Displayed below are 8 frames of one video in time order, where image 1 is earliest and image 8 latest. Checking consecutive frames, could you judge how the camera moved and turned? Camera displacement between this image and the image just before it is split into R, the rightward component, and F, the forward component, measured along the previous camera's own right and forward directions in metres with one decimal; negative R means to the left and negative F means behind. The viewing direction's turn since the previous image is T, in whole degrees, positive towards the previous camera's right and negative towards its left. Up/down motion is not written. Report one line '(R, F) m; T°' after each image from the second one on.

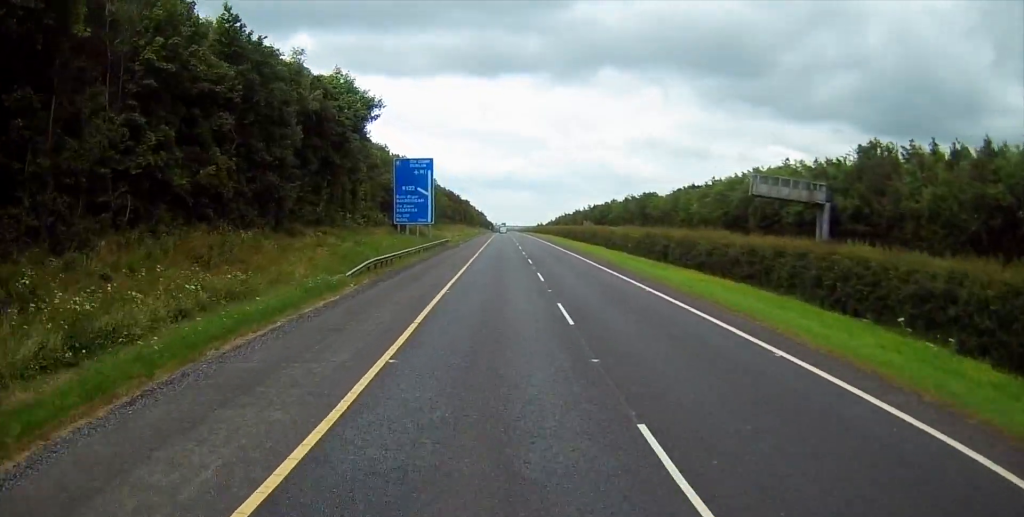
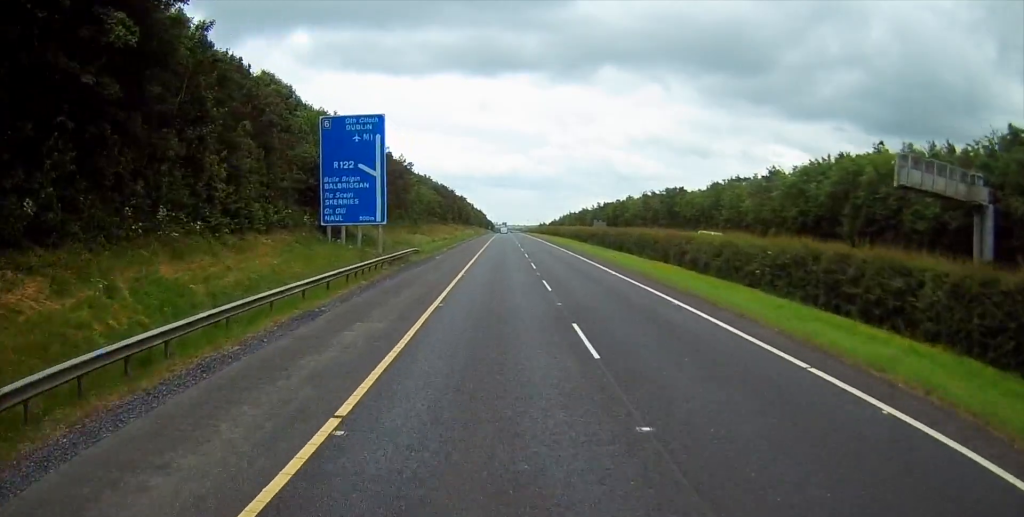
(0.0, +27.6) m; 0°
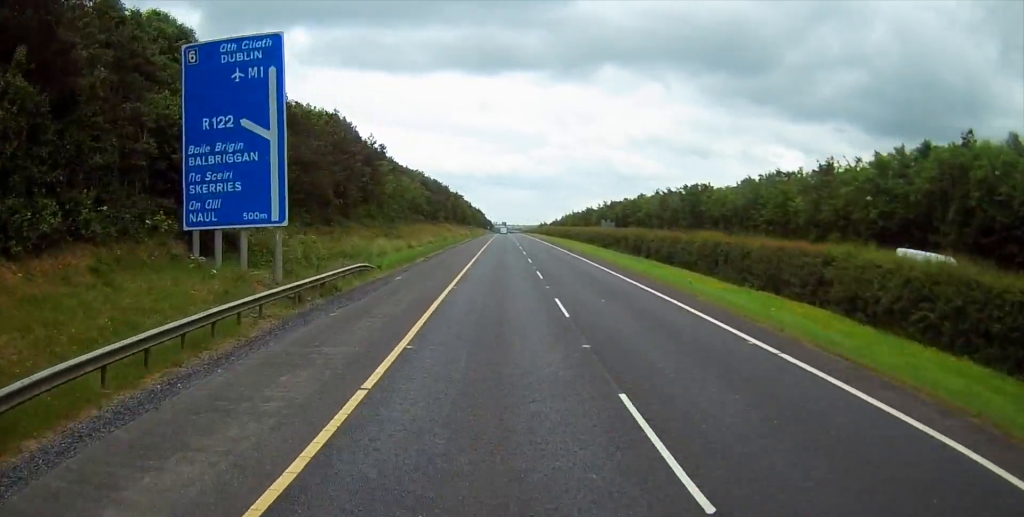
(0.0, +18.4) m; 0°
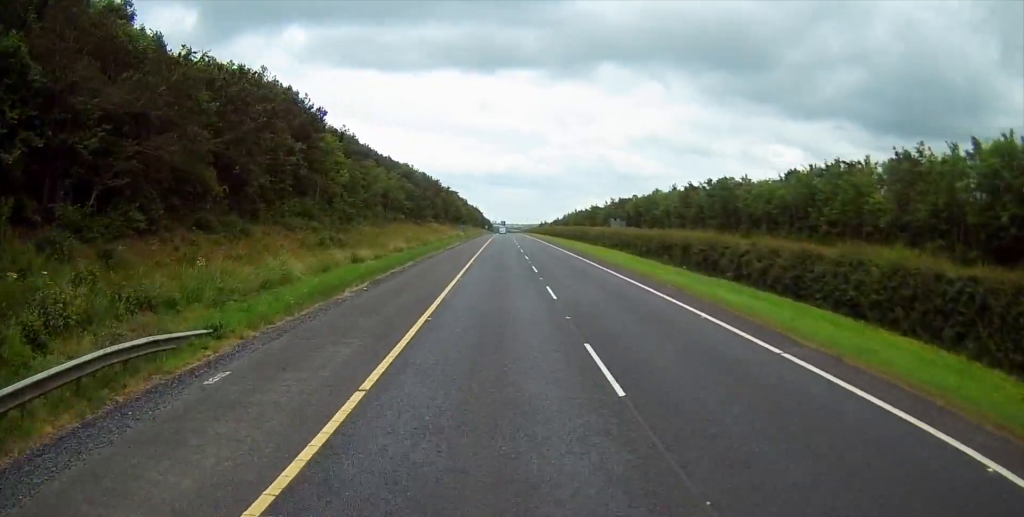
(0.0, +20.0) m; 0°
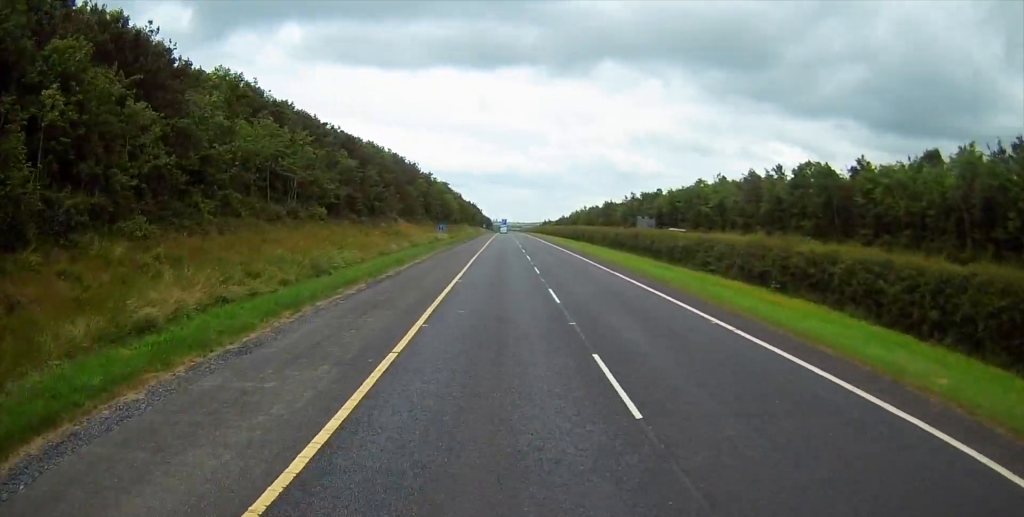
(-0.1, +37.0) m; 0°
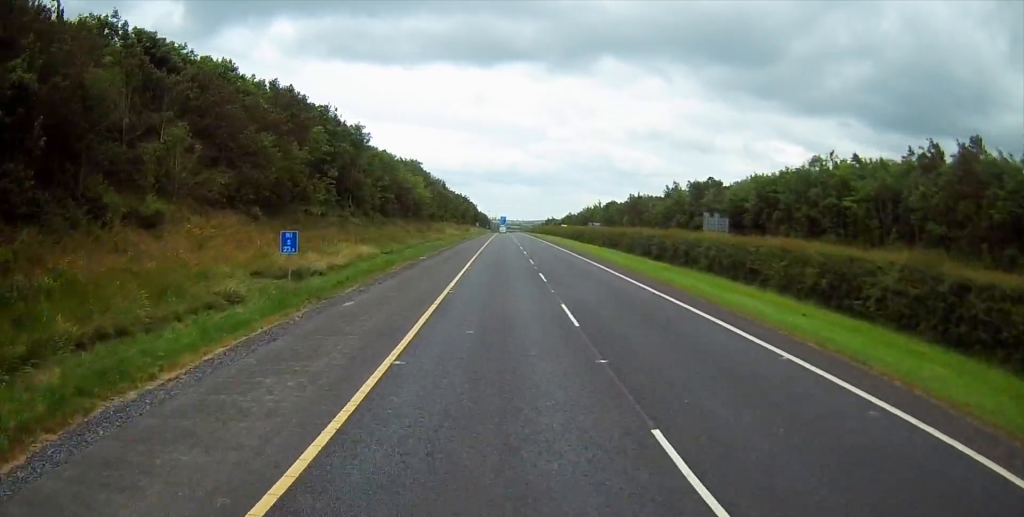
(+0.5, +52.7) m; 0°
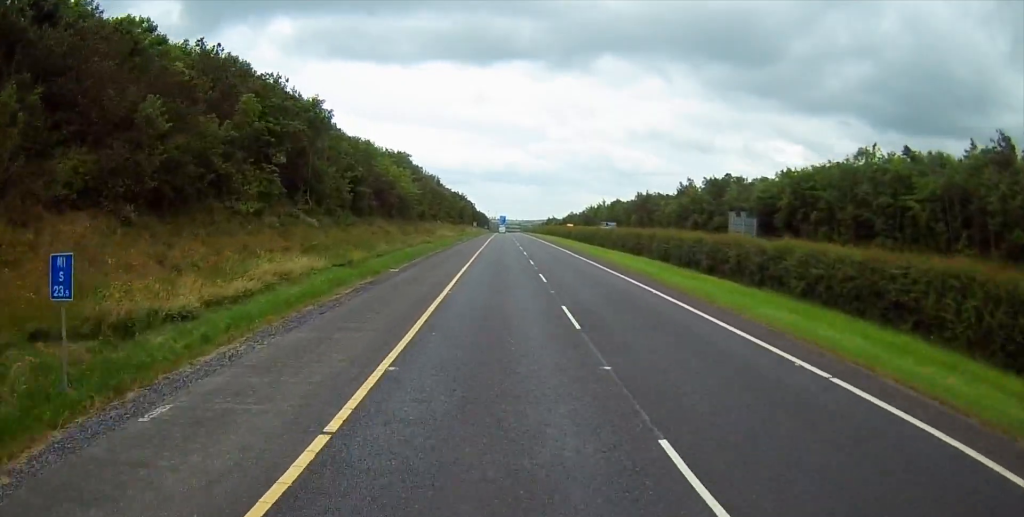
(-0.2, +12.4) m; 0°
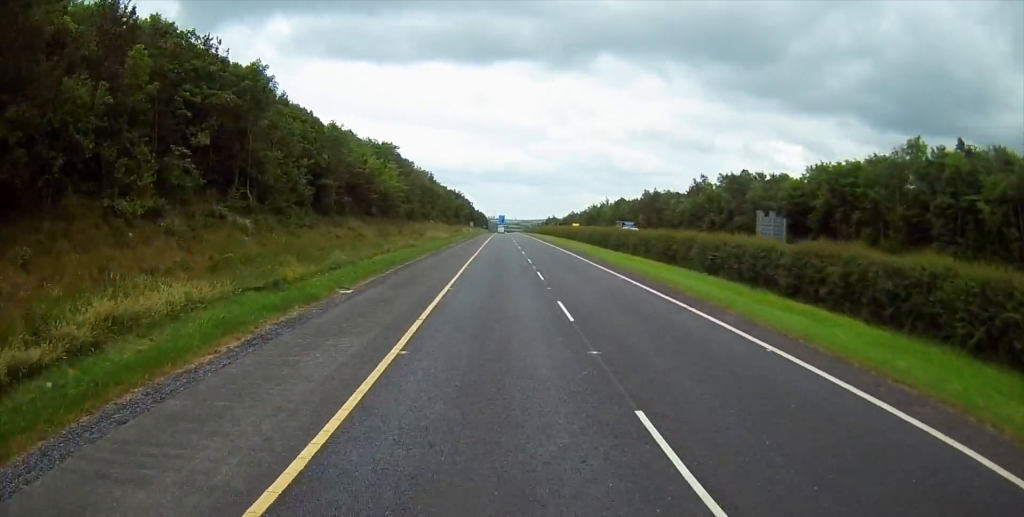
(+0.1, +10.8) m; 0°
